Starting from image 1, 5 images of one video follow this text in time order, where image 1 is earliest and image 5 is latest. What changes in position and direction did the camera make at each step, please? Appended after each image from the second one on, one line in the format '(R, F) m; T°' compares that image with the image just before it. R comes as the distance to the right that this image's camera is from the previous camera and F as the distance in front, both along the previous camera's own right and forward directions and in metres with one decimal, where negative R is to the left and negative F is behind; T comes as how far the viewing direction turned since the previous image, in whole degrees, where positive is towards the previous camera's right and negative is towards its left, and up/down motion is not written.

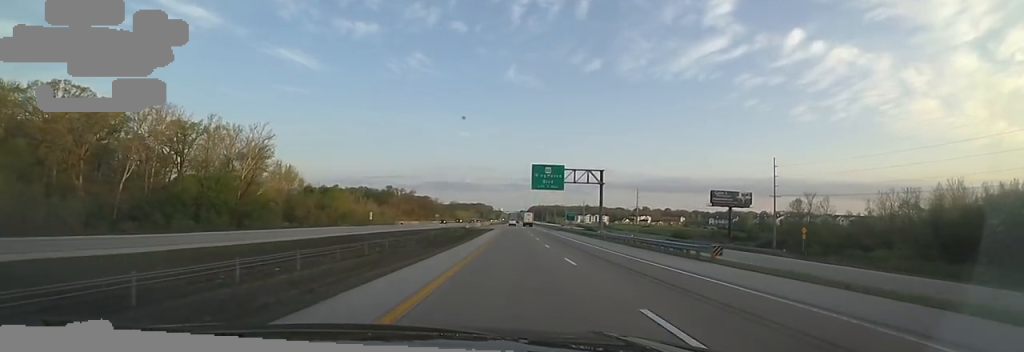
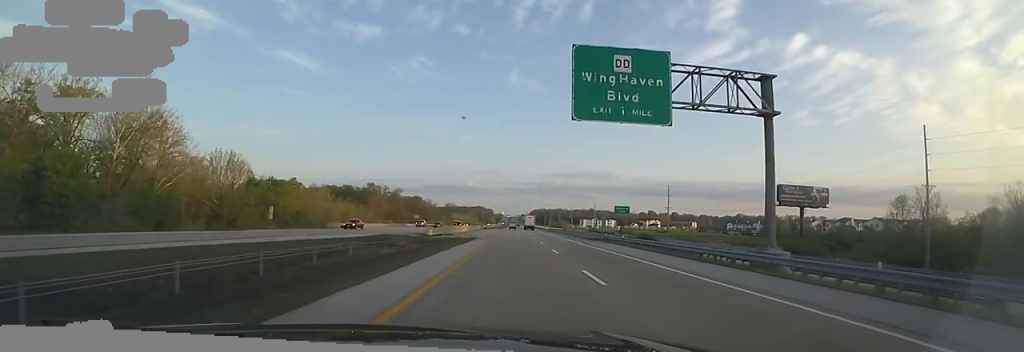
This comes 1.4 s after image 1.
(-0.4, +41.8) m; +1°
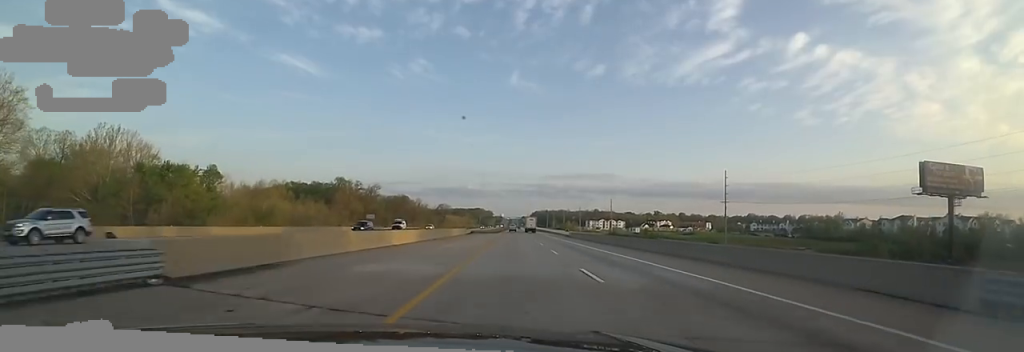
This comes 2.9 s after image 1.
(+1.0, +47.3) m; 0°
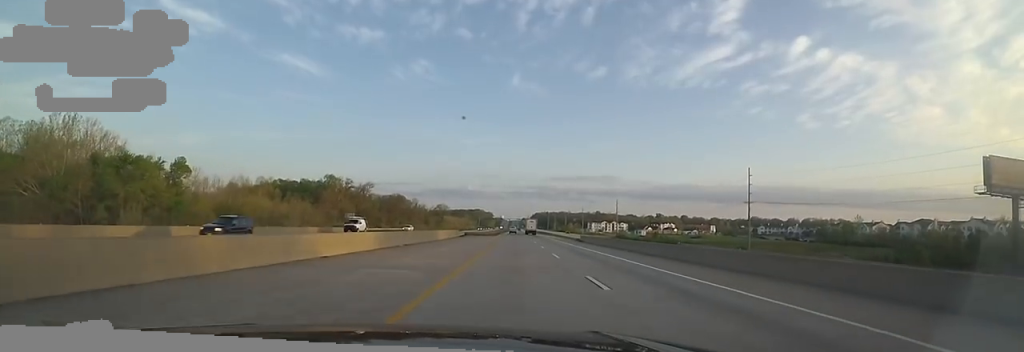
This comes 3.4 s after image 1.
(-0.2, +13.0) m; -1°
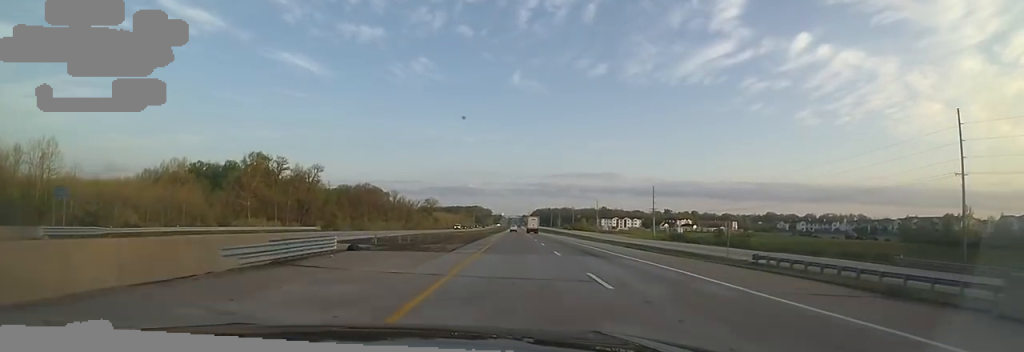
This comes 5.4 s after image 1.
(-1.4, +61.5) m; -1°
